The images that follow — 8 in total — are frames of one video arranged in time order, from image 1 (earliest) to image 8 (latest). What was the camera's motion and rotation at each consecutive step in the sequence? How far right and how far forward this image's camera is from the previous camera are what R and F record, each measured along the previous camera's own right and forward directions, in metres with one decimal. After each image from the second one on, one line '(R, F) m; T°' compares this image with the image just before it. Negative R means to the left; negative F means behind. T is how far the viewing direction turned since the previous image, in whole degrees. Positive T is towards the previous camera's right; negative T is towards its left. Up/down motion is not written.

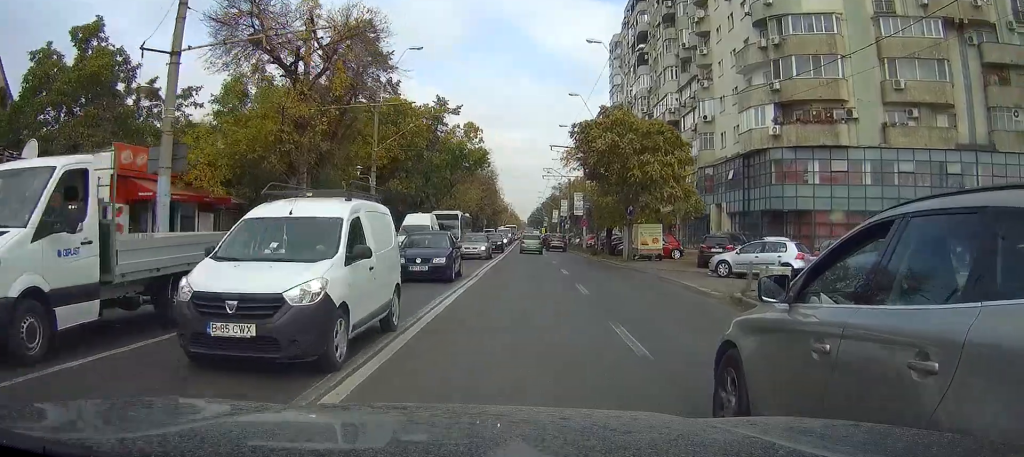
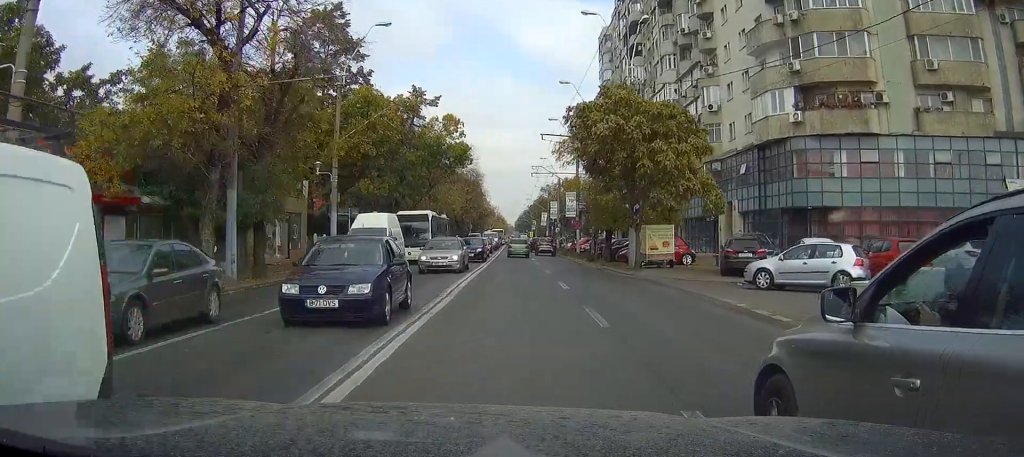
(+0.2, +6.1) m; +3°
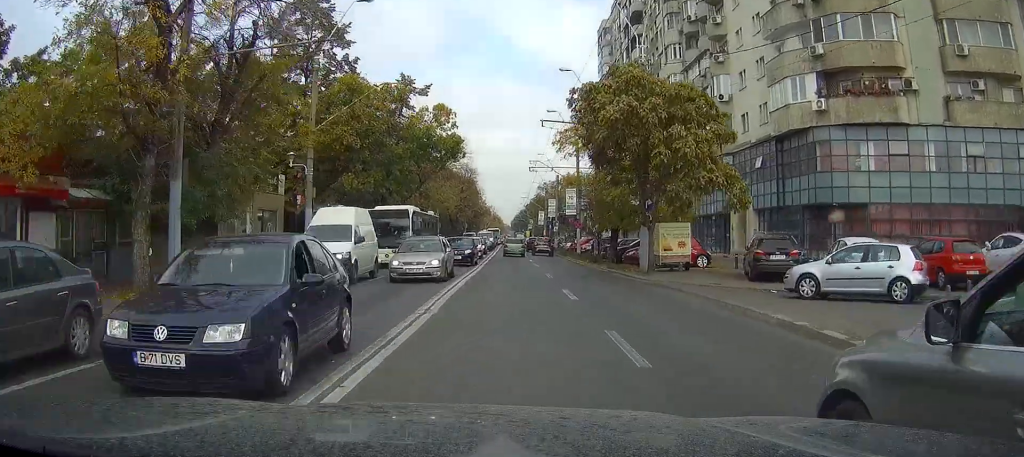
(+0.2, +3.7) m; +1°
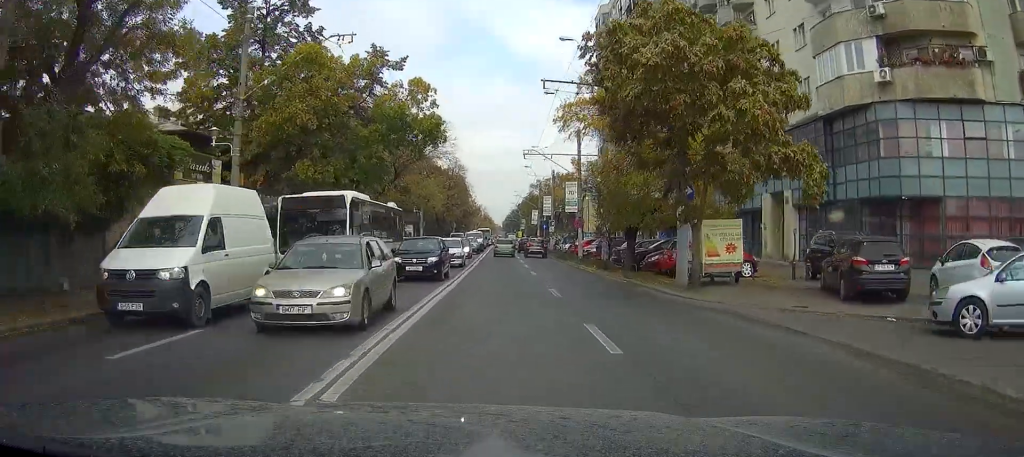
(+0.1, +7.8) m; 0°
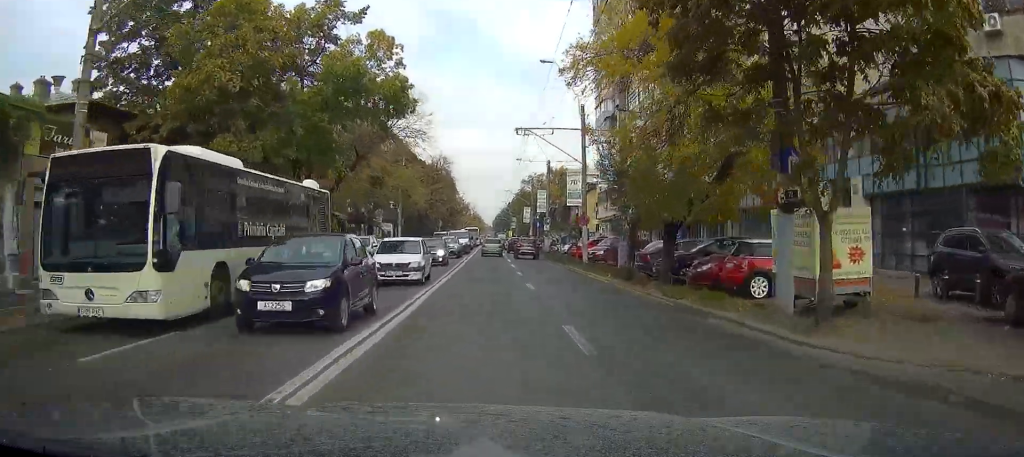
(0.0, +8.8) m; 0°
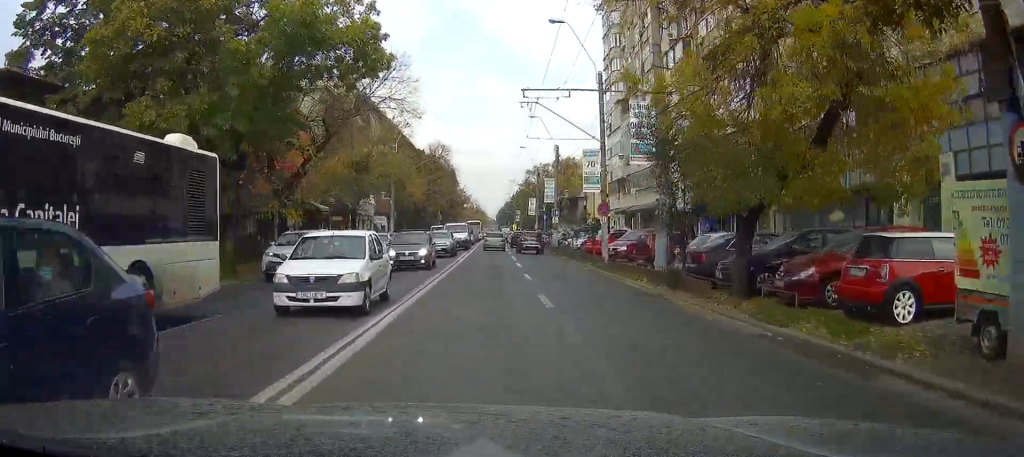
(0.0, +6.5) m; 0°
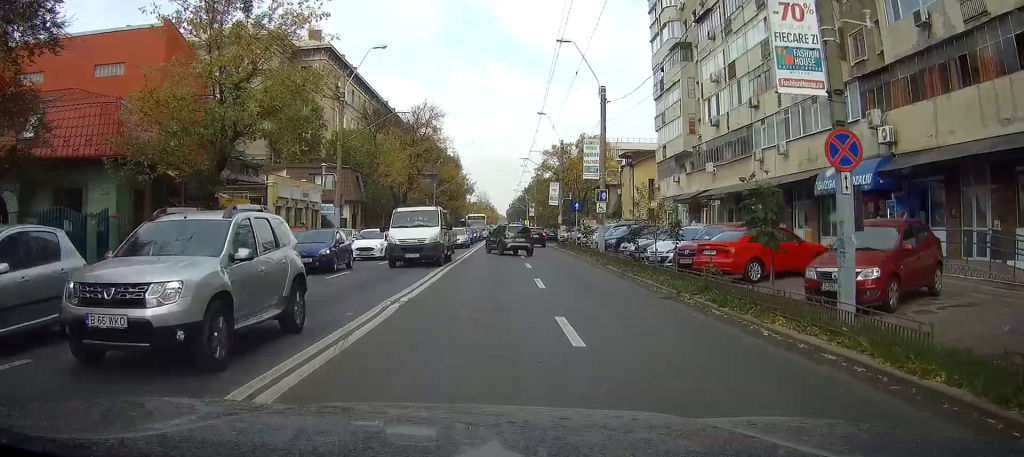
(-0.1, +23.3) m; -1°
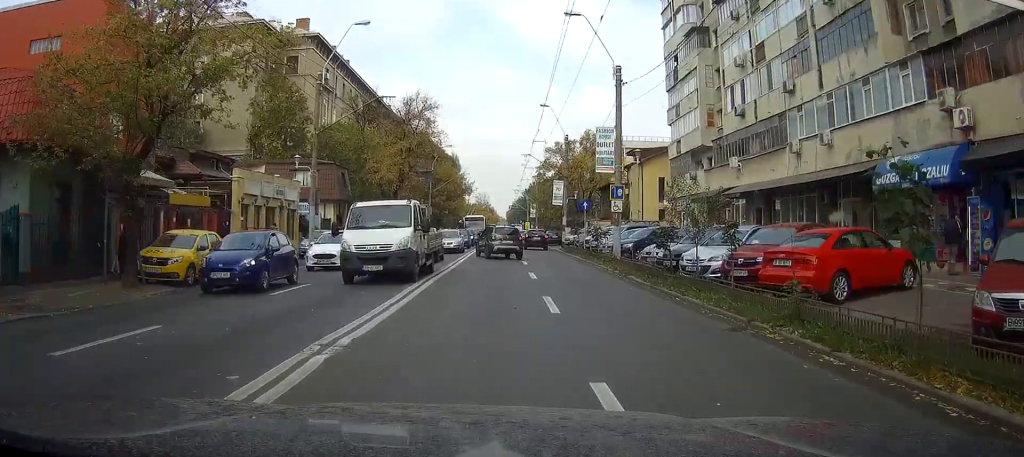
(0.0, +5.1) m; 0°
